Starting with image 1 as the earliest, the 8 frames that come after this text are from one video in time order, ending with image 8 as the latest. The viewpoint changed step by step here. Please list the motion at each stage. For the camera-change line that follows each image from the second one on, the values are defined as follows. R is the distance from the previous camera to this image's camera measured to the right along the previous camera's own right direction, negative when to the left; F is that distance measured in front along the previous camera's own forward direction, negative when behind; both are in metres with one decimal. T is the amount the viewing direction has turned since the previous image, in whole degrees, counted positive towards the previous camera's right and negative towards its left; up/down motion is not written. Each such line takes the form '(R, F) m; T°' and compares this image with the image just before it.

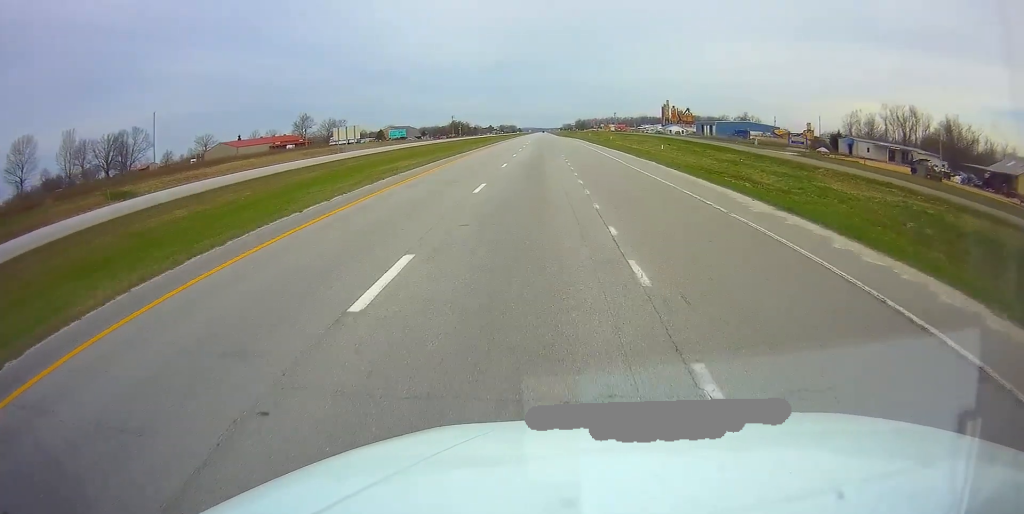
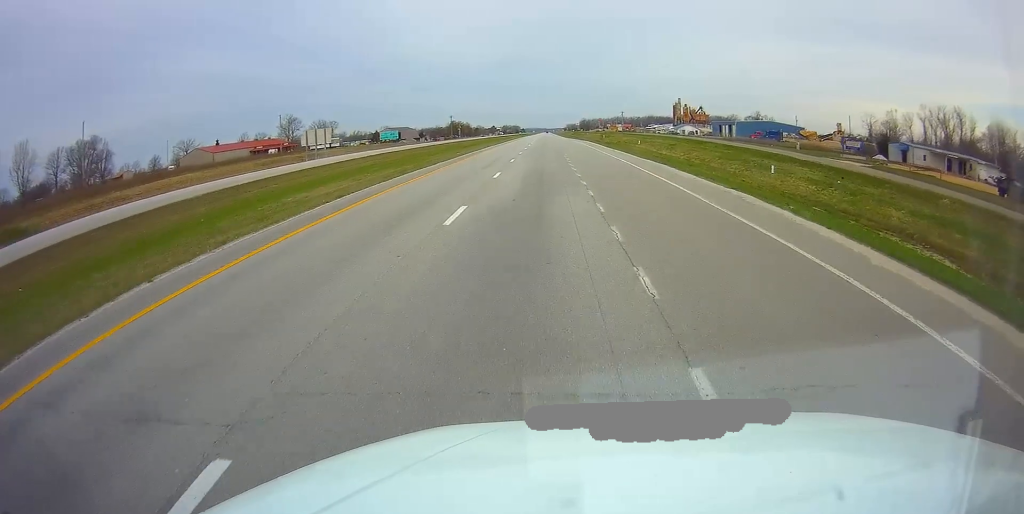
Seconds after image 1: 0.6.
(0.0, +18.5) m; 0°
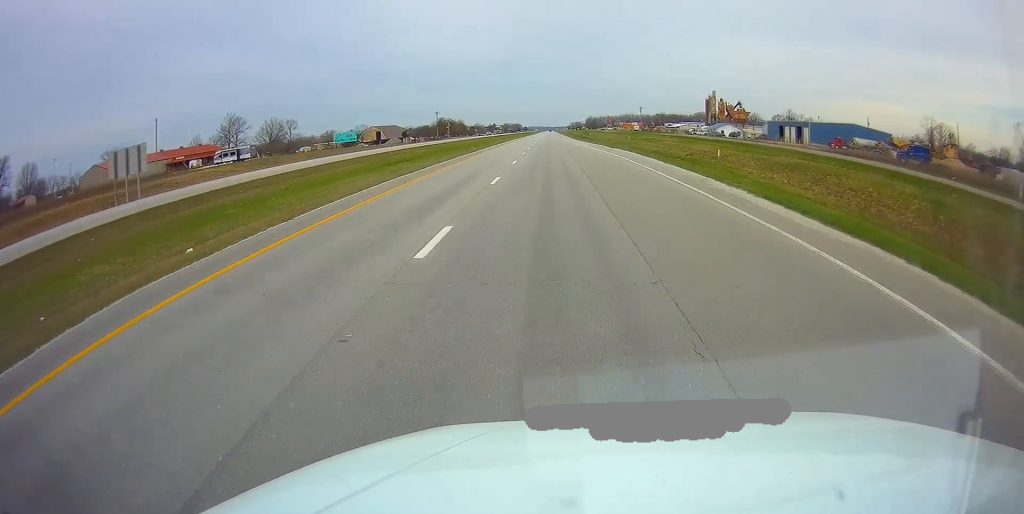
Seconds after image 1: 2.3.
(+0.2, +52.7) m; 0°
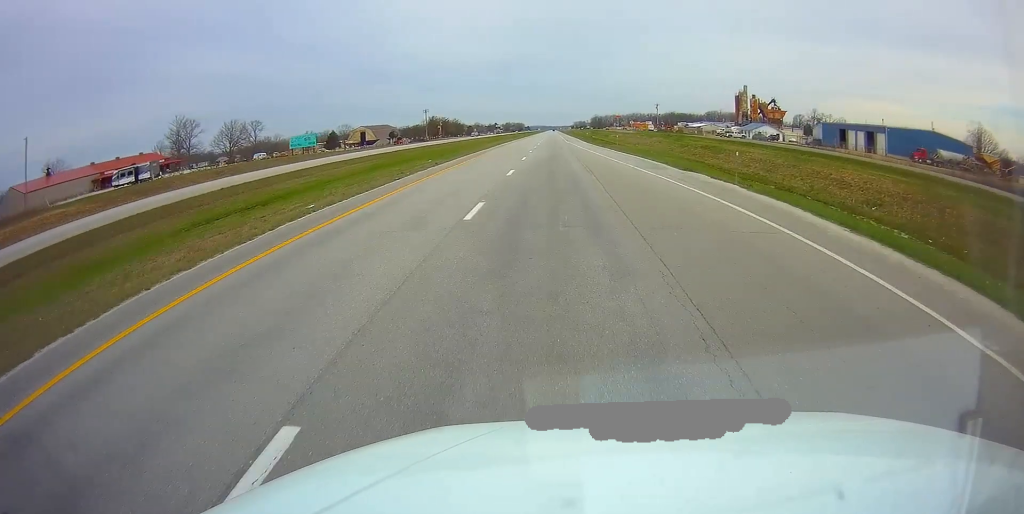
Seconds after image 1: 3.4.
(-0.3, +33.1) m; 0°
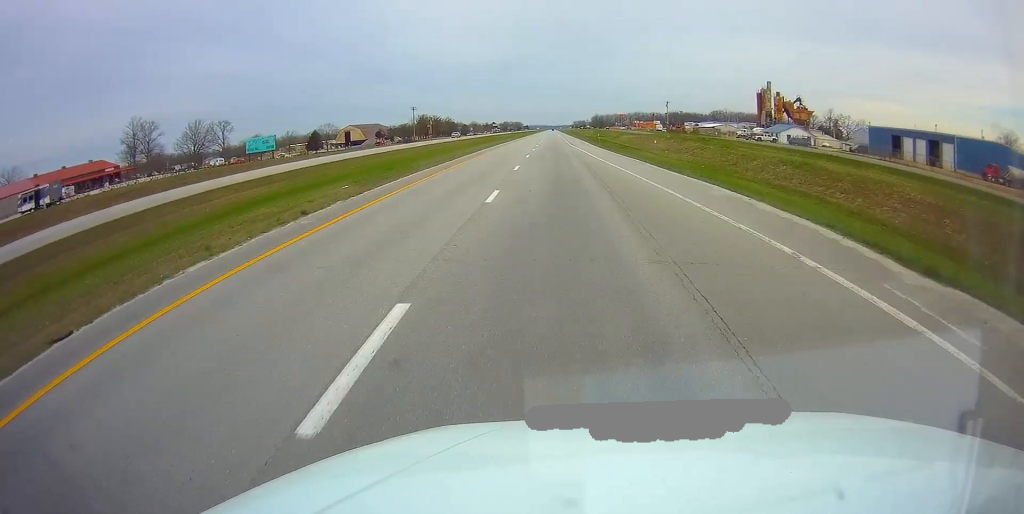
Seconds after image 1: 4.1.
(+0.1, +21.7) m; 0°
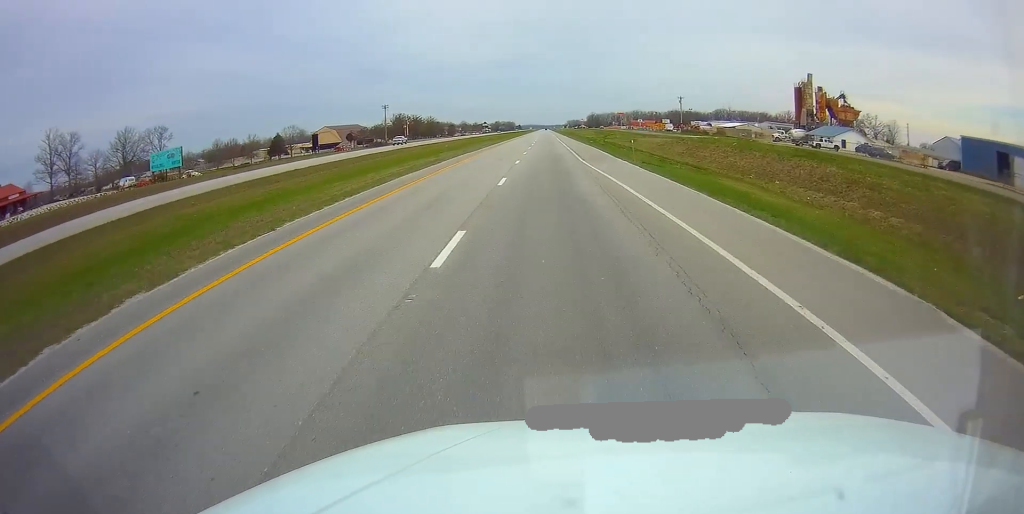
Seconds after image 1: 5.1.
(+0.1, +32.1) m; 0°
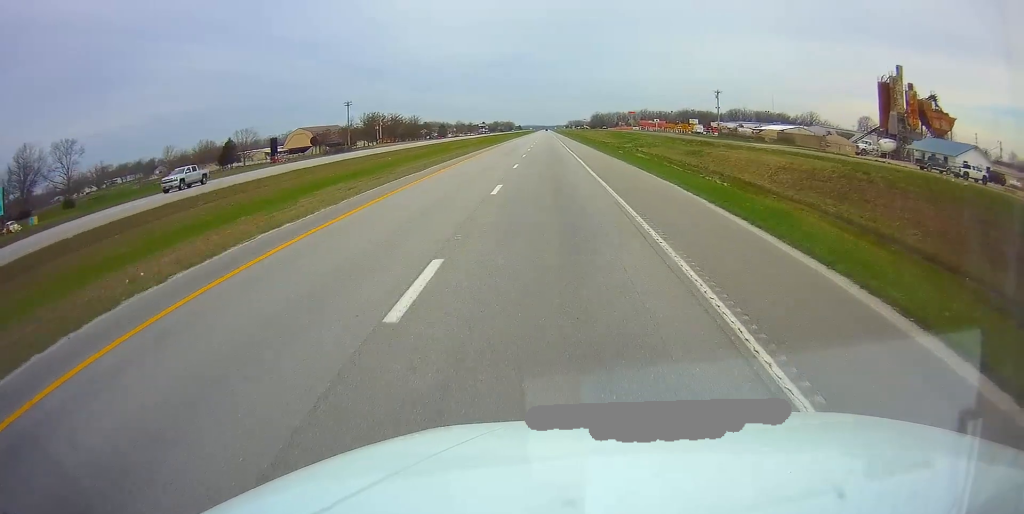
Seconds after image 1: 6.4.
(+0.1, +39.5) m; 0°
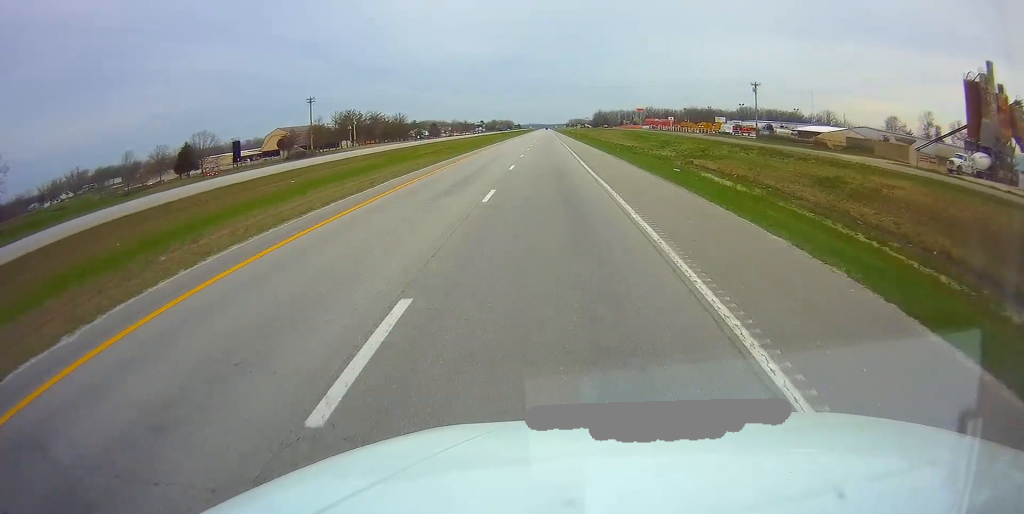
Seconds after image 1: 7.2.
(0.0, +27.0) m; 0°
